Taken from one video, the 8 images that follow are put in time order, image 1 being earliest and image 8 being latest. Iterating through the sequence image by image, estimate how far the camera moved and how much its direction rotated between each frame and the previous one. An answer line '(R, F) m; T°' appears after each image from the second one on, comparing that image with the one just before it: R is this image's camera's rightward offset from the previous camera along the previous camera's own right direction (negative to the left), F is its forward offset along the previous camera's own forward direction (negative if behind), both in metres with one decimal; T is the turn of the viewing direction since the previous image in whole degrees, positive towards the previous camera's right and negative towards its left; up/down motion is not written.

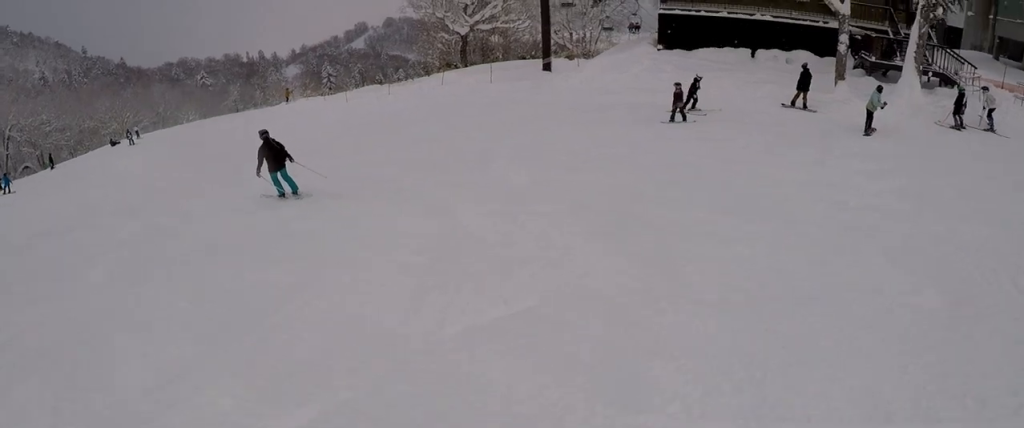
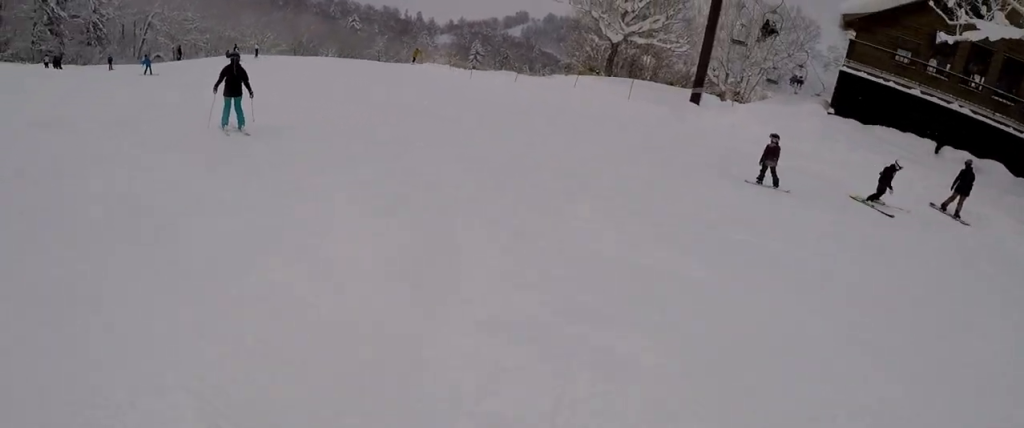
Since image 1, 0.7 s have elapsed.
(-0.2, +4.4) m; -11°
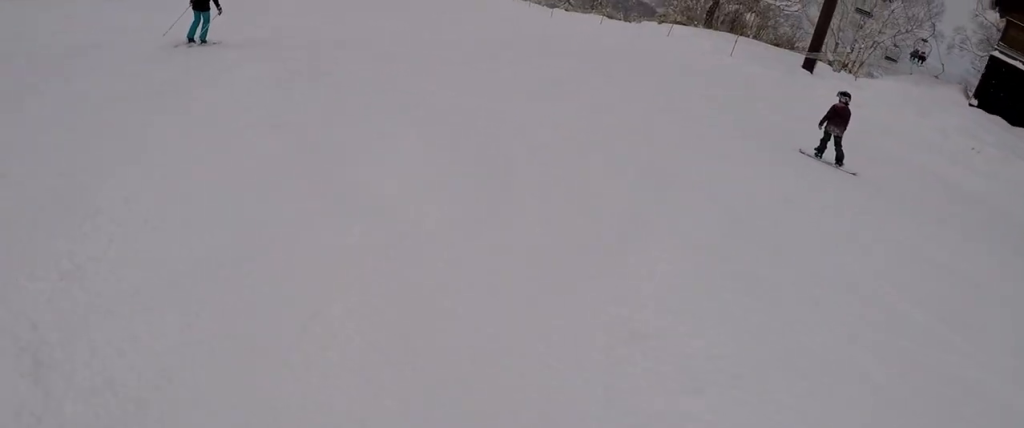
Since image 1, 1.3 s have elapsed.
(-0.5, +3.7) m; -6°
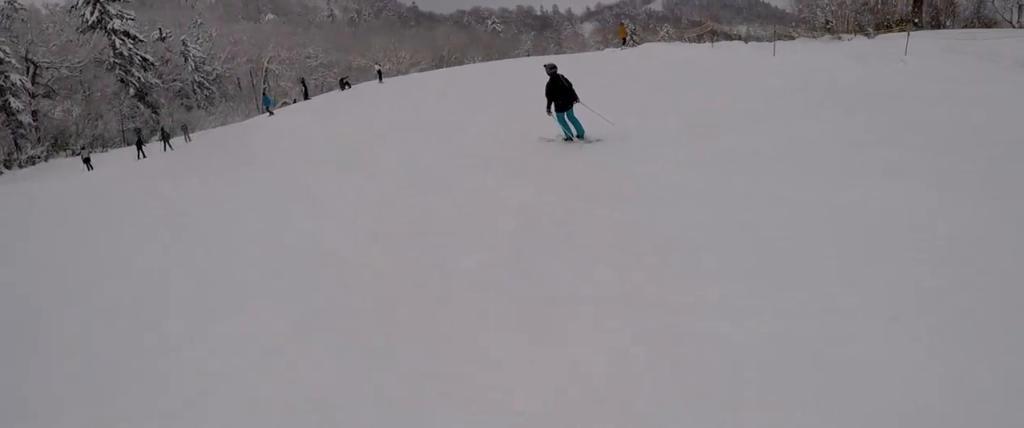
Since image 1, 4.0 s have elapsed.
(-1.5, +17.4) m; -5°
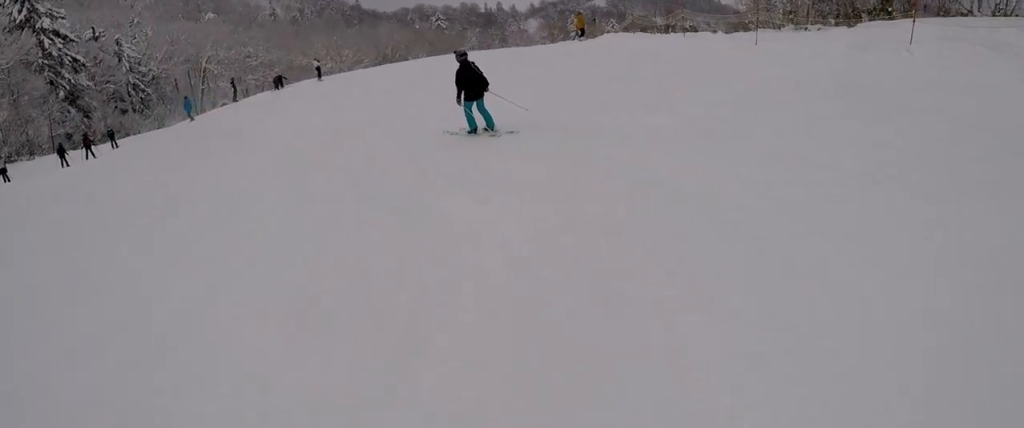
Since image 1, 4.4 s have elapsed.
(0.0, +2.5) m; 0°
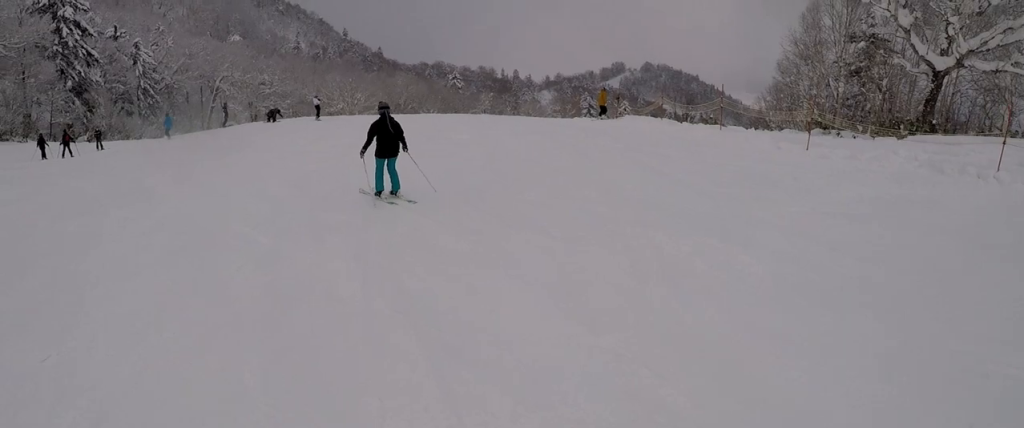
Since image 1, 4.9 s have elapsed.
(0.0, +2.9) m; -1°
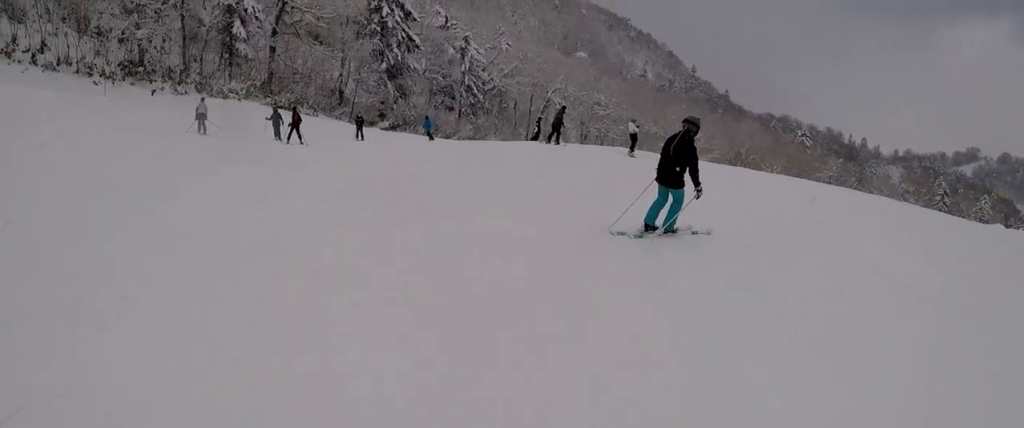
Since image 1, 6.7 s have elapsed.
(-1.1, +9.1) m; -8°
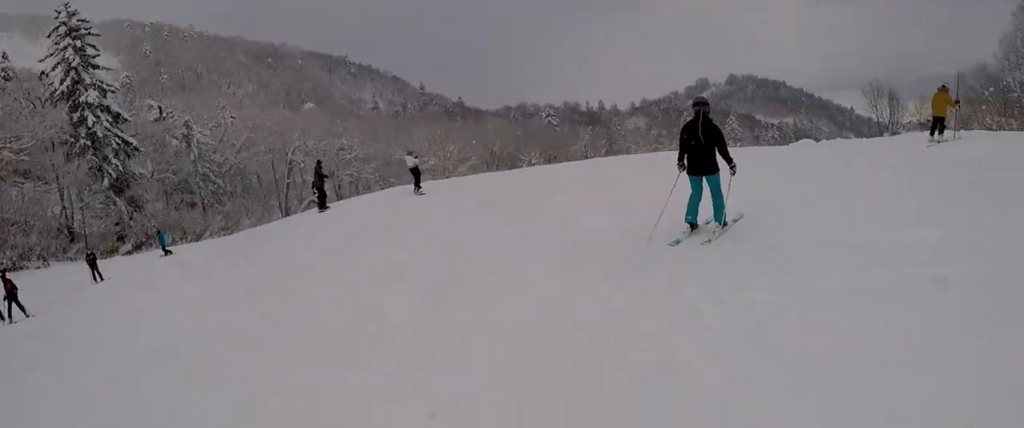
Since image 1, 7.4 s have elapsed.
(+0.2, +3.3) m; -4°
